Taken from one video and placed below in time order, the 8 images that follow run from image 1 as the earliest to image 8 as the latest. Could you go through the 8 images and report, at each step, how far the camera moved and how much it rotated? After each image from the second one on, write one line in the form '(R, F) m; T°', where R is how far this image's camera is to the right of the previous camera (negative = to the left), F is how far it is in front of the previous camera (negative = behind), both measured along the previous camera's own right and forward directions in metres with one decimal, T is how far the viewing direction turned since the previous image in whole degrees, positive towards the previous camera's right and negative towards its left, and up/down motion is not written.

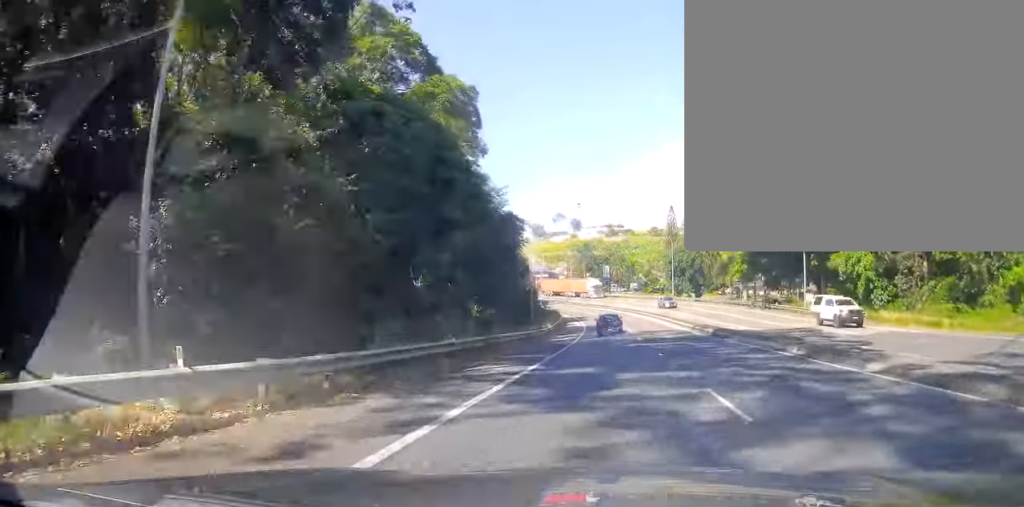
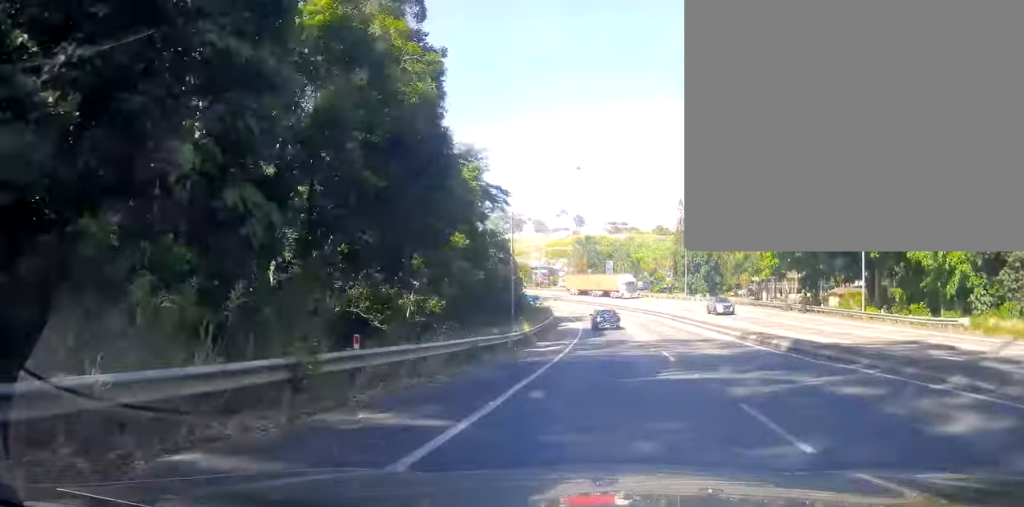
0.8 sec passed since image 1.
(+0.1, +14.1) m; +5°
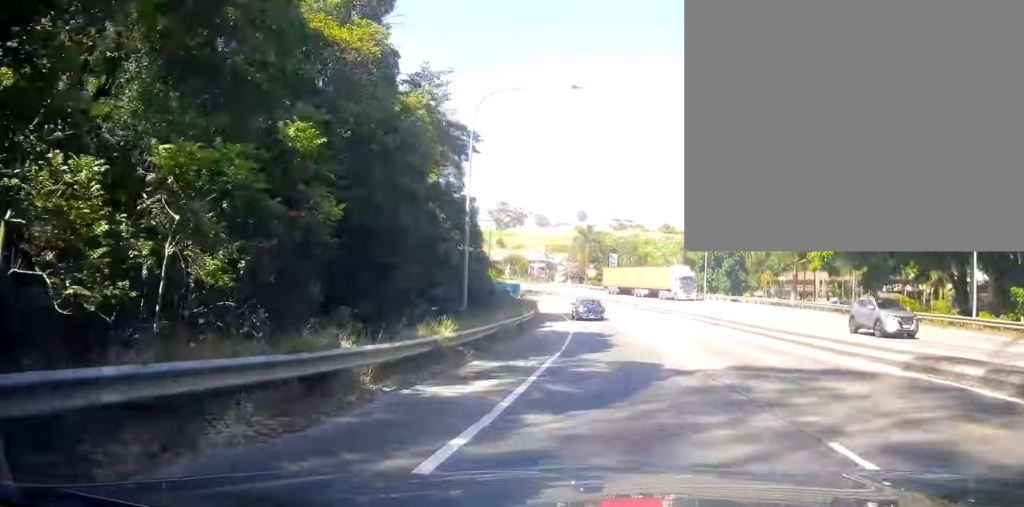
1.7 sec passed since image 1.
(+1.2, +16.2) m; +2°
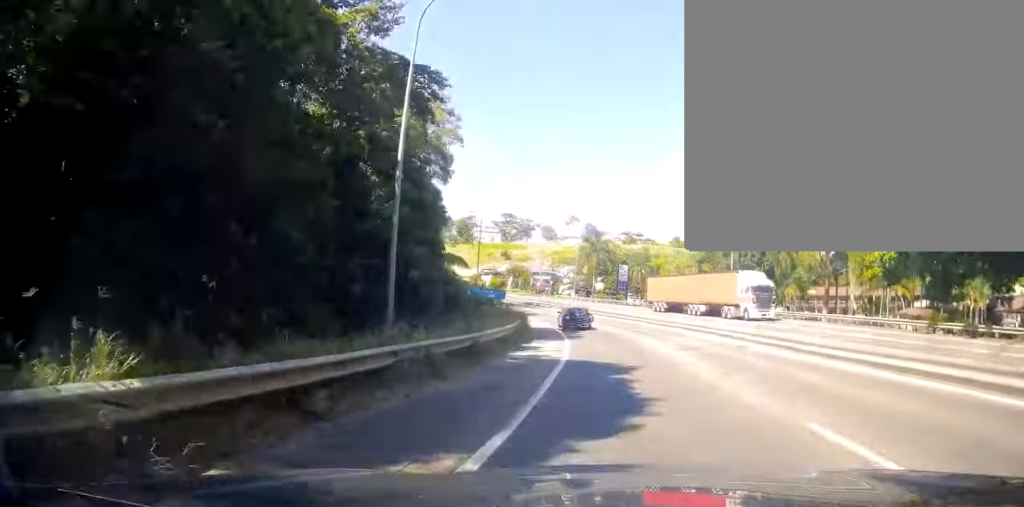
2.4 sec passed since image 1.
(0.0, +11.3) m; 0°
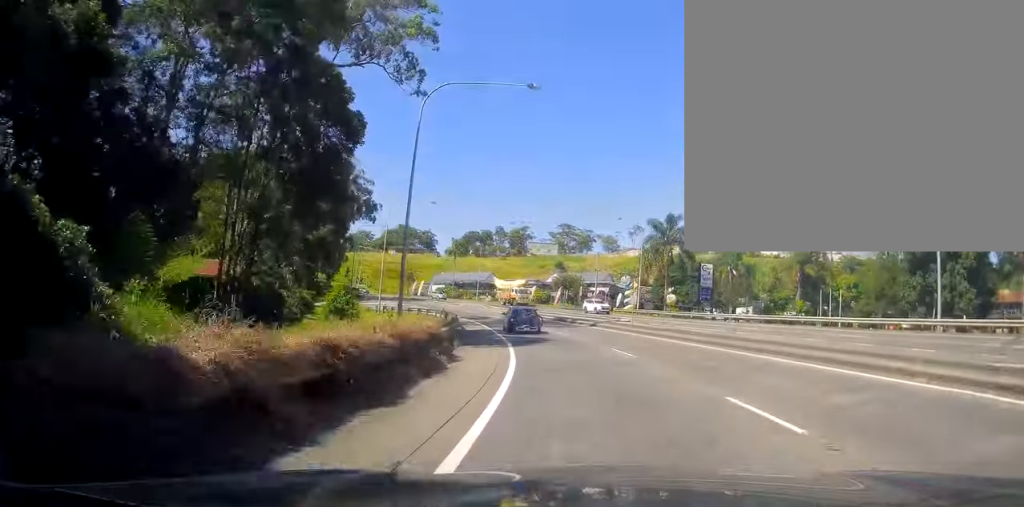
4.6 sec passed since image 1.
(-0.6, +36.0) m; -4°
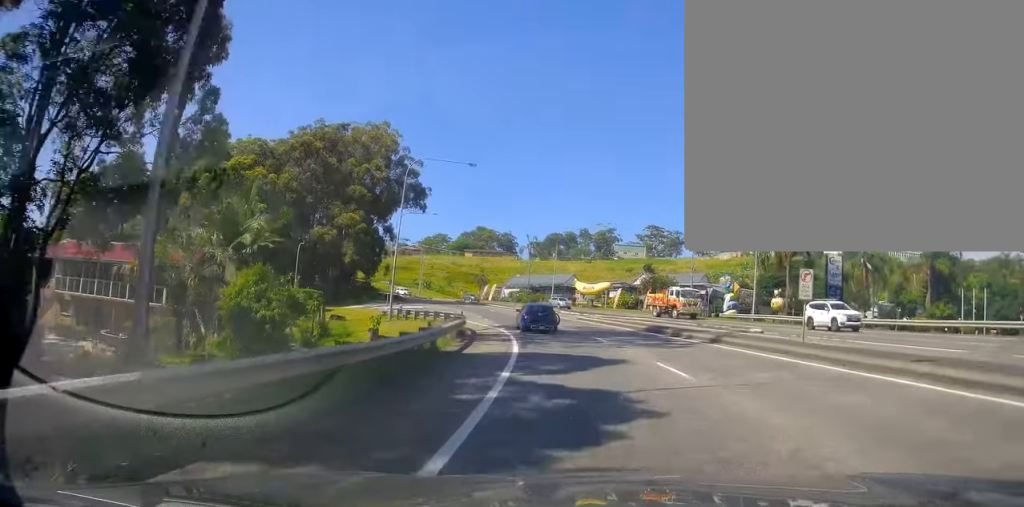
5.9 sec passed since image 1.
(-1.3, +19.8) m; -5°
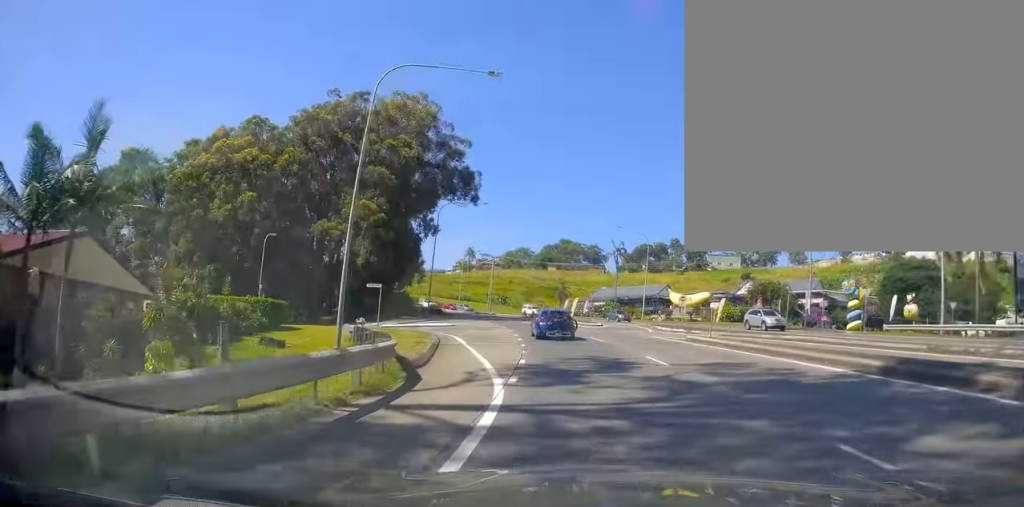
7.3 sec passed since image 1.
(-1.1, +22.3) m; -8°
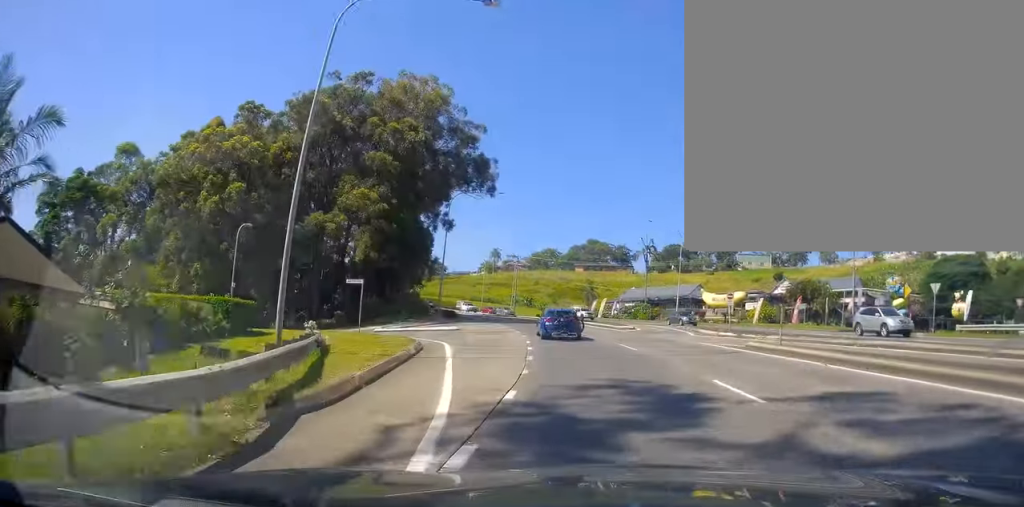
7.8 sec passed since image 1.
(-0.5, +6.9) m; -3°
